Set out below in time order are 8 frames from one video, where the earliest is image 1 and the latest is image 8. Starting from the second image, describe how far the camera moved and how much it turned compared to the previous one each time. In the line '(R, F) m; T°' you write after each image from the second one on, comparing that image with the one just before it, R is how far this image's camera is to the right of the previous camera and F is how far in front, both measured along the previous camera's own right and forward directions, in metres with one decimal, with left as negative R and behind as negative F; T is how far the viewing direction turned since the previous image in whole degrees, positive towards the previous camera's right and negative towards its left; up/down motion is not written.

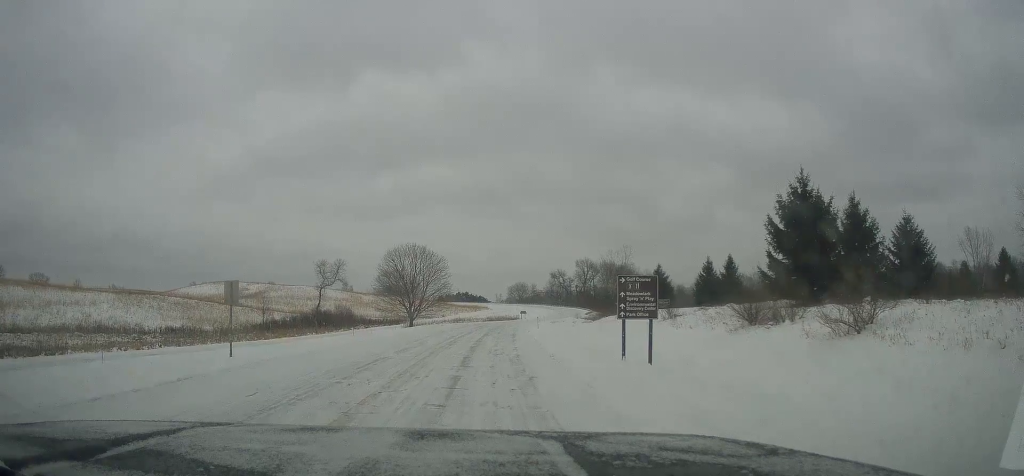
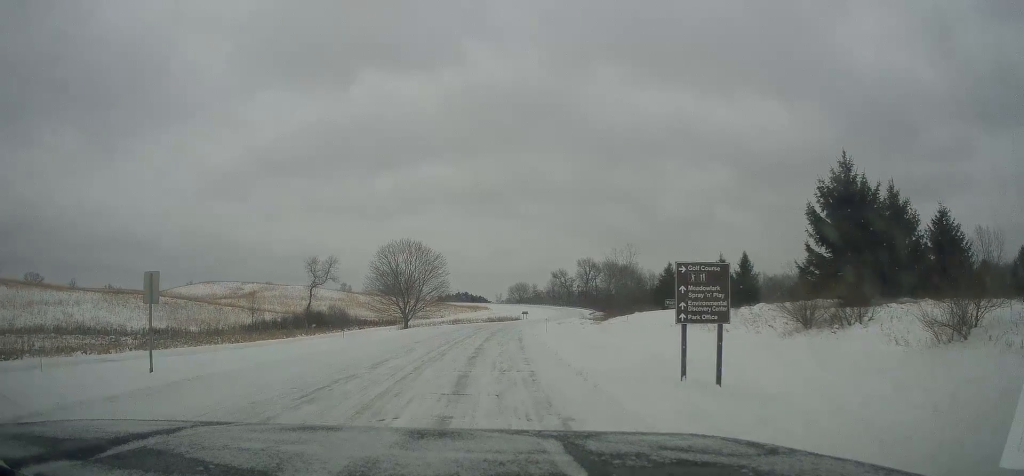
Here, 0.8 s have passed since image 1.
(+0.2, +4.8) m; -3°
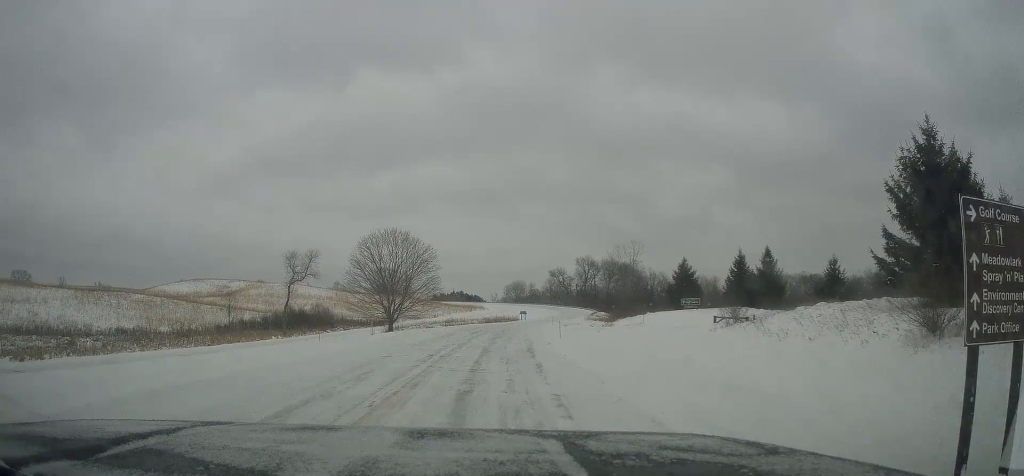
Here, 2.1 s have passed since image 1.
(-0.1, +8.0) m; +7°
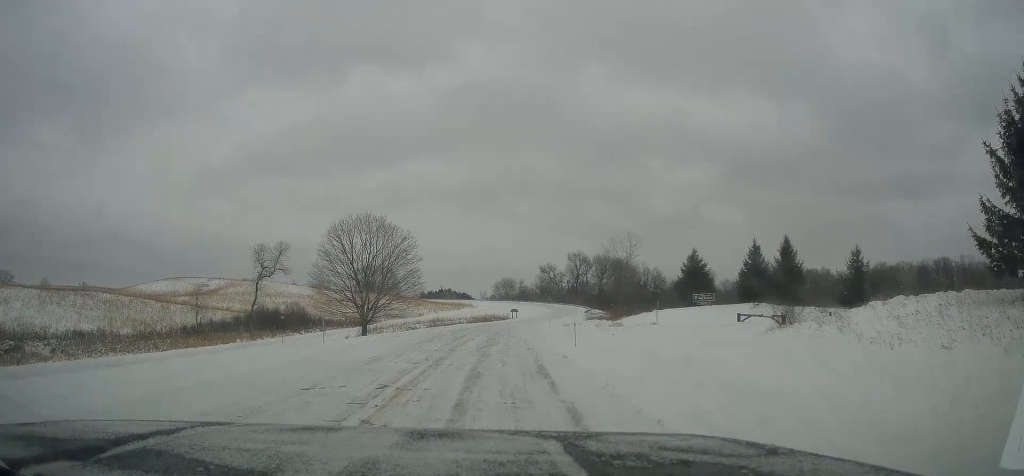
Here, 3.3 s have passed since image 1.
(+0.9, +7.8) m; +4°
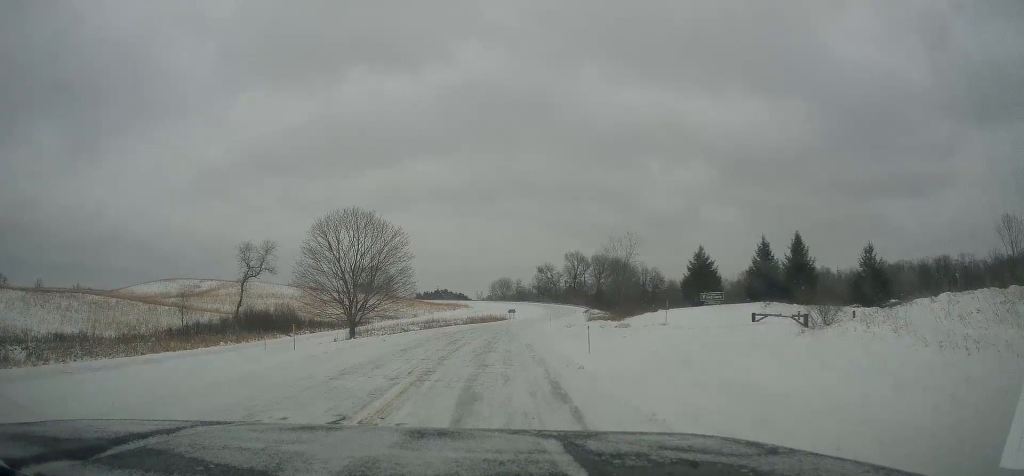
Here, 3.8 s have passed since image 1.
(+0.1, +3.4) m; -3°
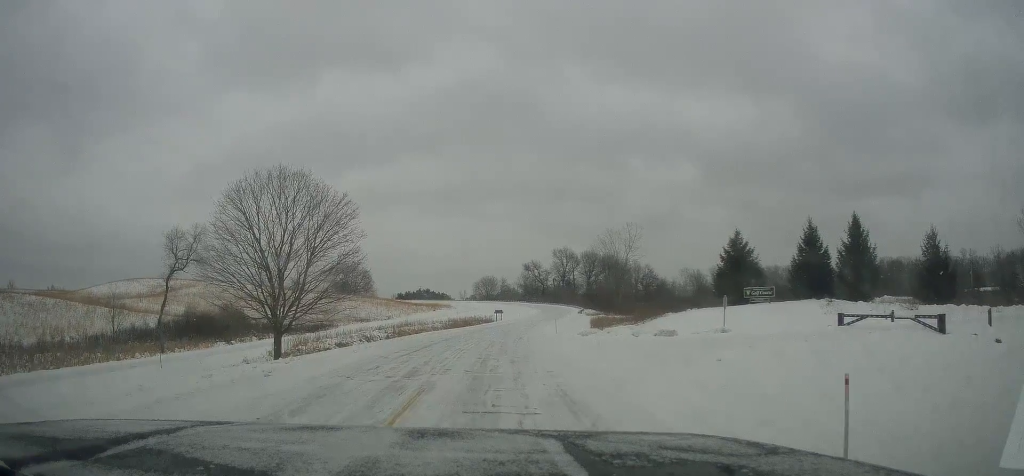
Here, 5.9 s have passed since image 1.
(-1.8, +13.2) m; -7°
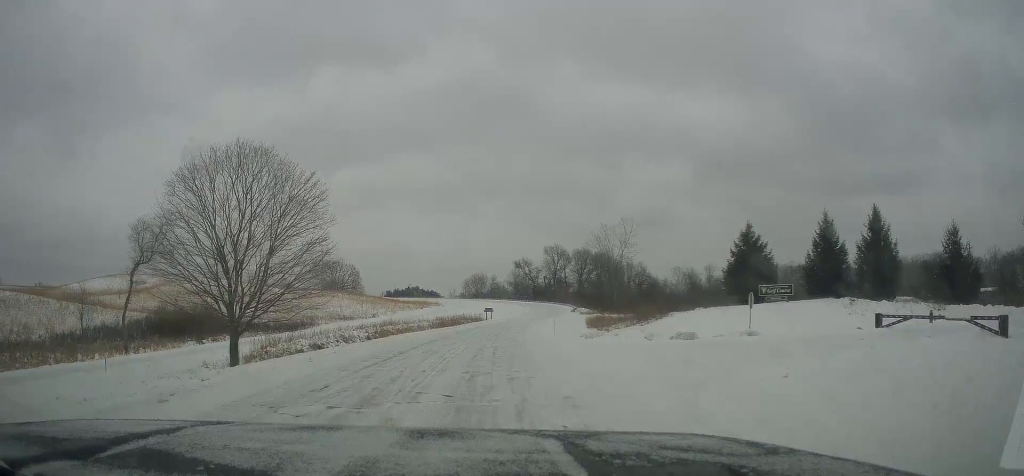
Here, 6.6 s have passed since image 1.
(+0.2, +4.6) m; +6°
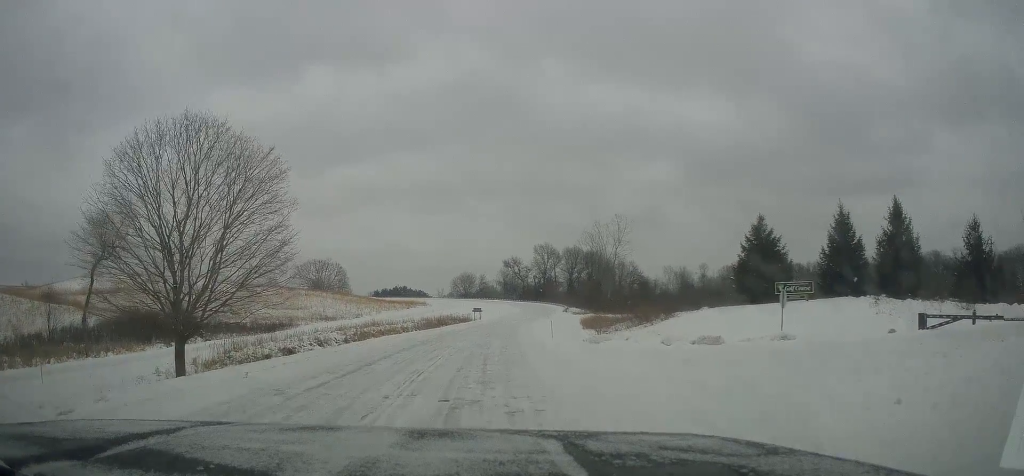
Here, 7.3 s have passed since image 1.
(+0.3, +4.3) m; +2°
